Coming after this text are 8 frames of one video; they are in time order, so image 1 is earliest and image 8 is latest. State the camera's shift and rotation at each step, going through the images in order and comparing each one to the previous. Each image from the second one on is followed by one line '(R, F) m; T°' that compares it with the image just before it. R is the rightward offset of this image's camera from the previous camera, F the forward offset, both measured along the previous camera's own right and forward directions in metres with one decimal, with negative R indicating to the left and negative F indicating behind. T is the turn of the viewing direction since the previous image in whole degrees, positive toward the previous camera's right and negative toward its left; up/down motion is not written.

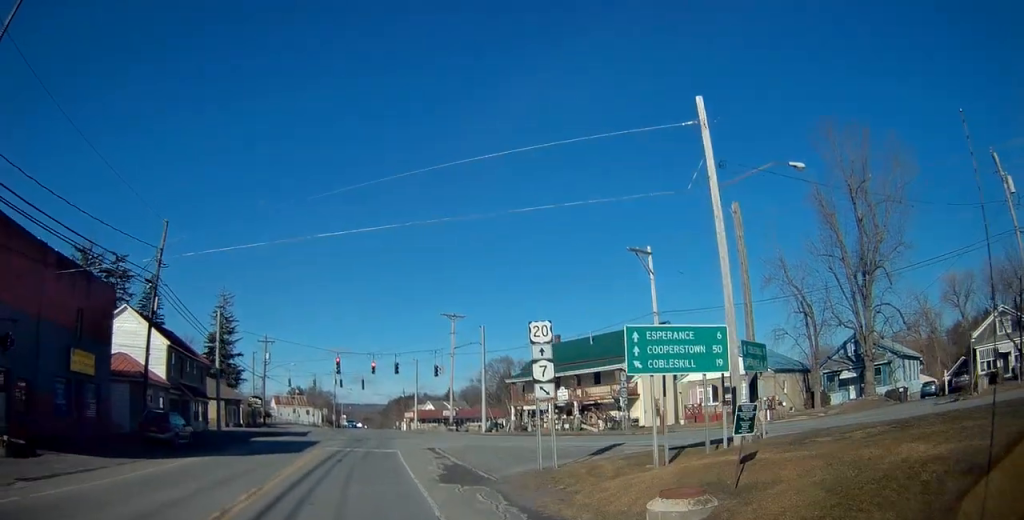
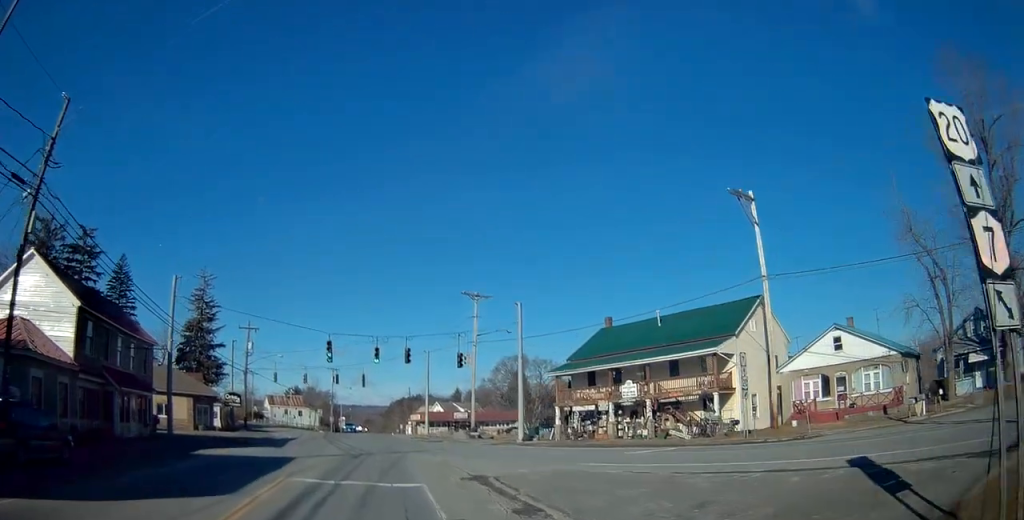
(+0.4, +13.4) m; -2°
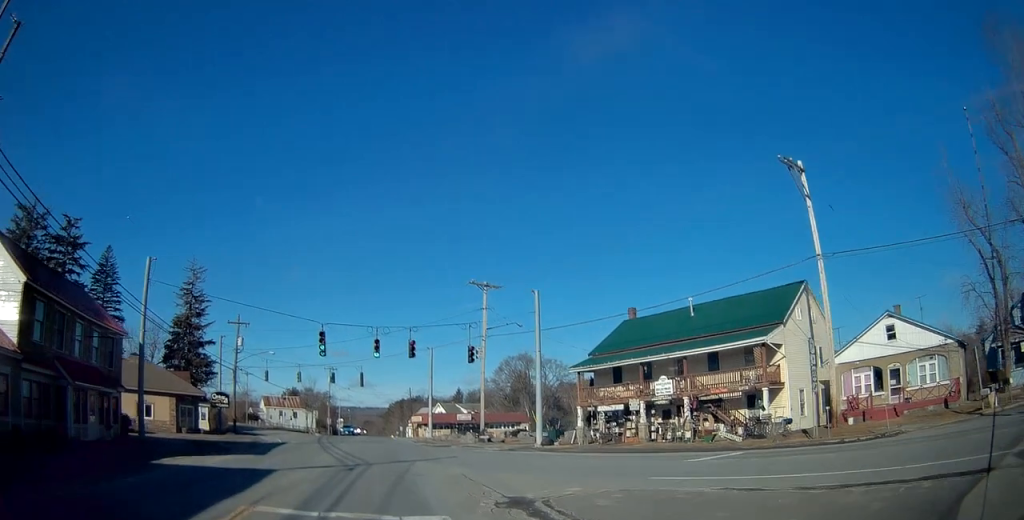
(-0.3, +4.2) m; -1°
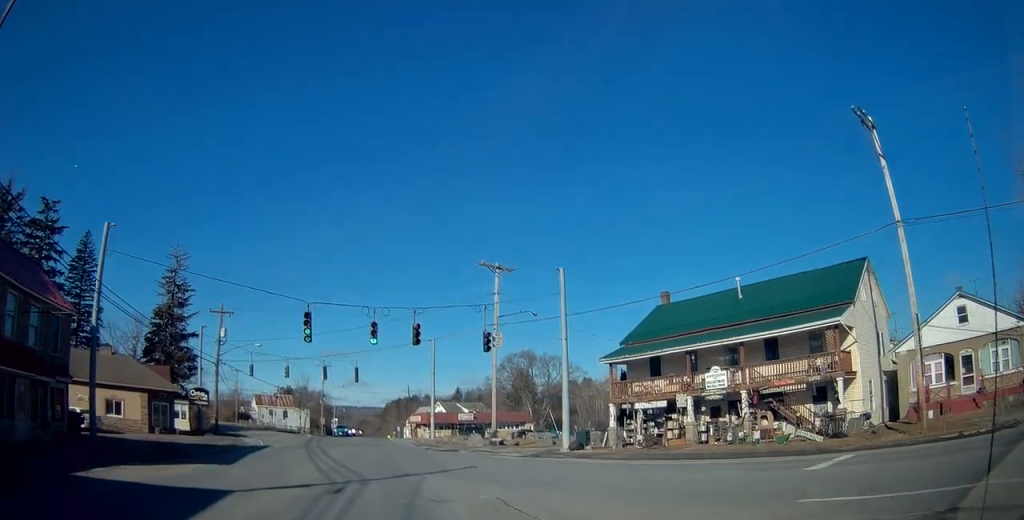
(+0.1, +4.8) m; +2°
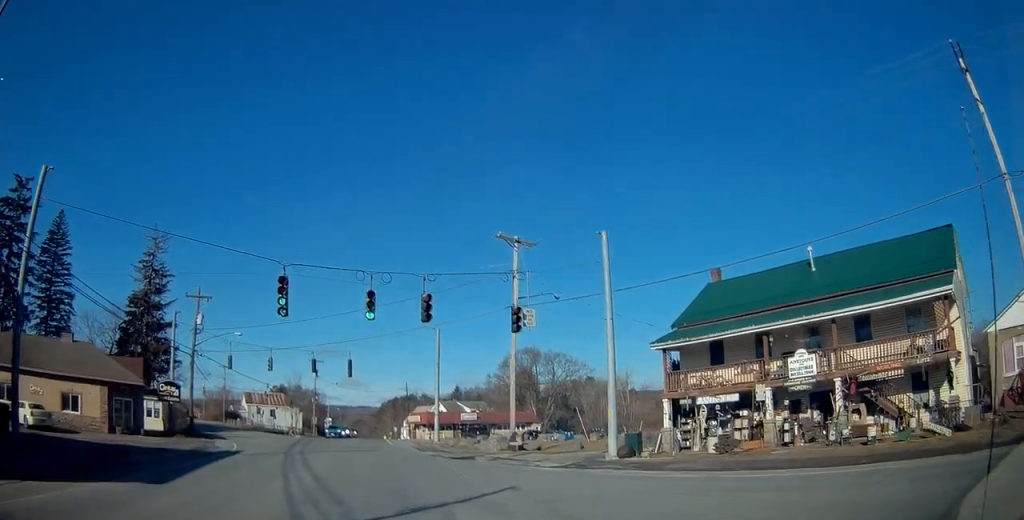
(+0.1, +5.5) m; +1°
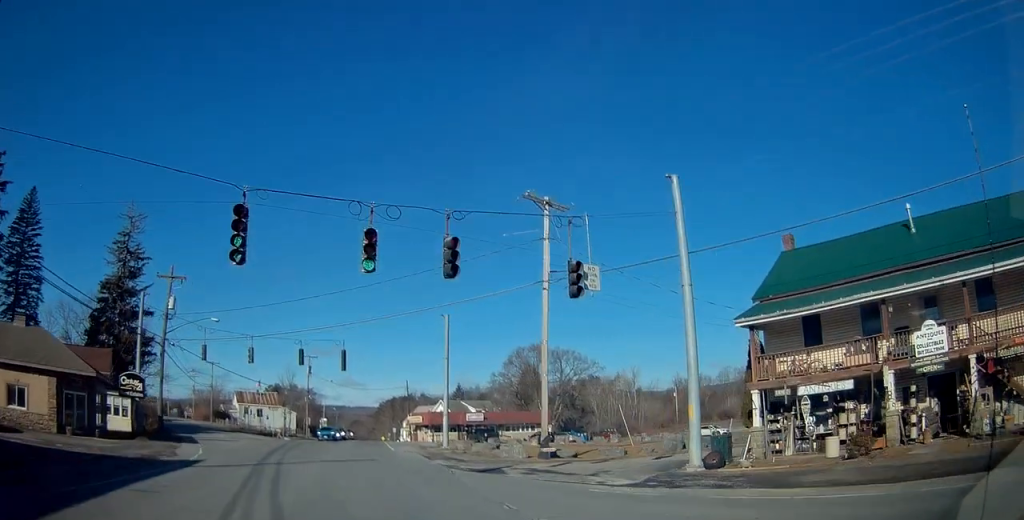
(0.0, +5.8) m; -1°
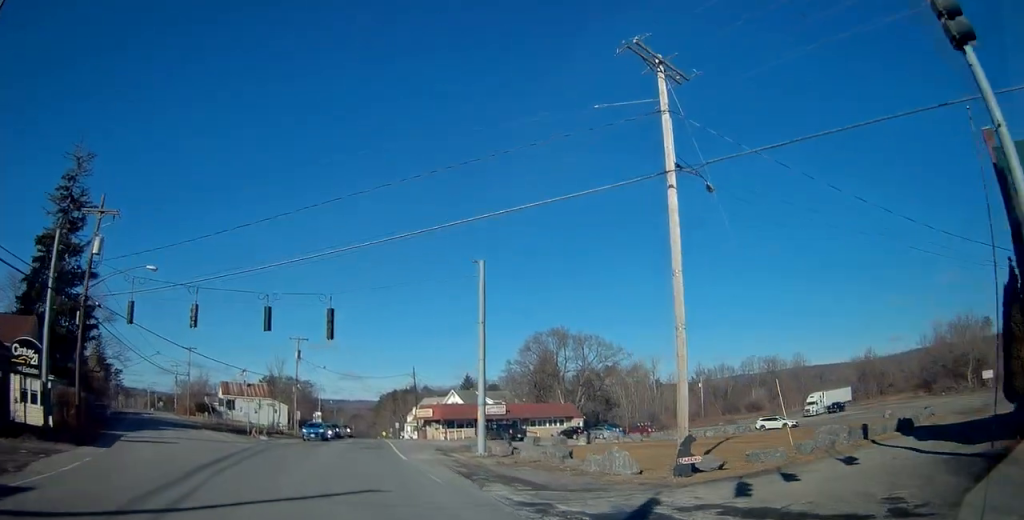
(-0.2, +11.6) m; +1°
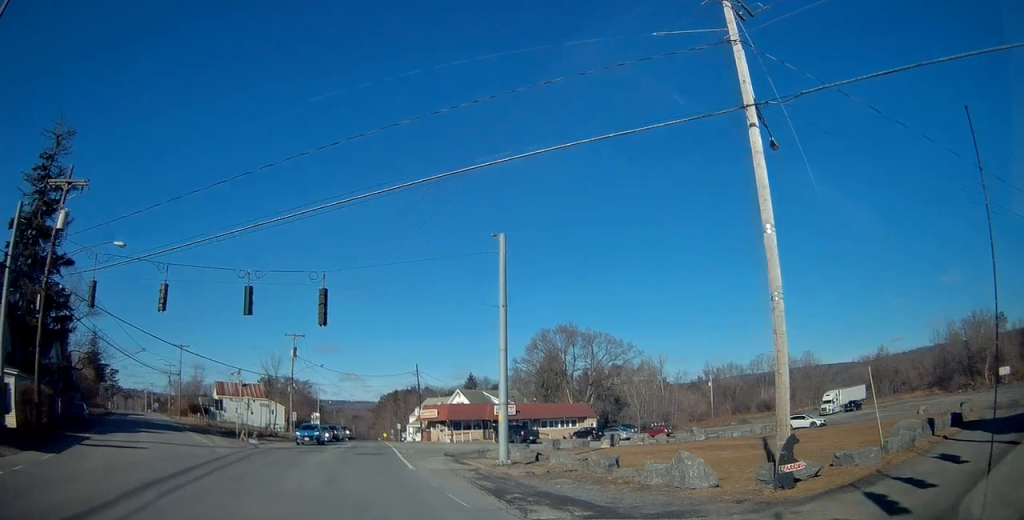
(0.0, +3.9) m; +1°
